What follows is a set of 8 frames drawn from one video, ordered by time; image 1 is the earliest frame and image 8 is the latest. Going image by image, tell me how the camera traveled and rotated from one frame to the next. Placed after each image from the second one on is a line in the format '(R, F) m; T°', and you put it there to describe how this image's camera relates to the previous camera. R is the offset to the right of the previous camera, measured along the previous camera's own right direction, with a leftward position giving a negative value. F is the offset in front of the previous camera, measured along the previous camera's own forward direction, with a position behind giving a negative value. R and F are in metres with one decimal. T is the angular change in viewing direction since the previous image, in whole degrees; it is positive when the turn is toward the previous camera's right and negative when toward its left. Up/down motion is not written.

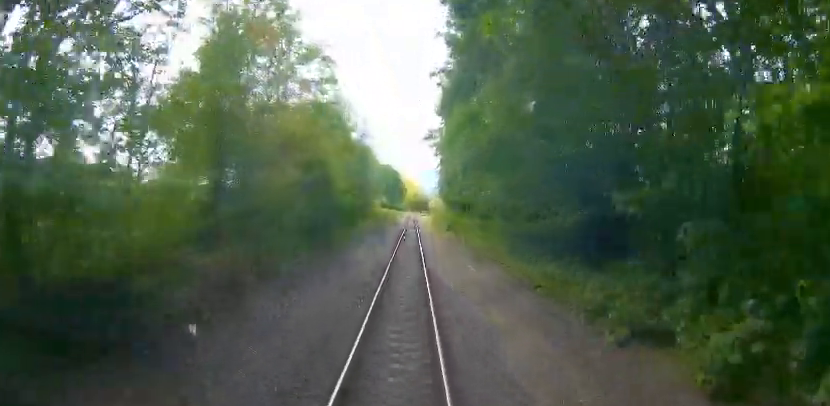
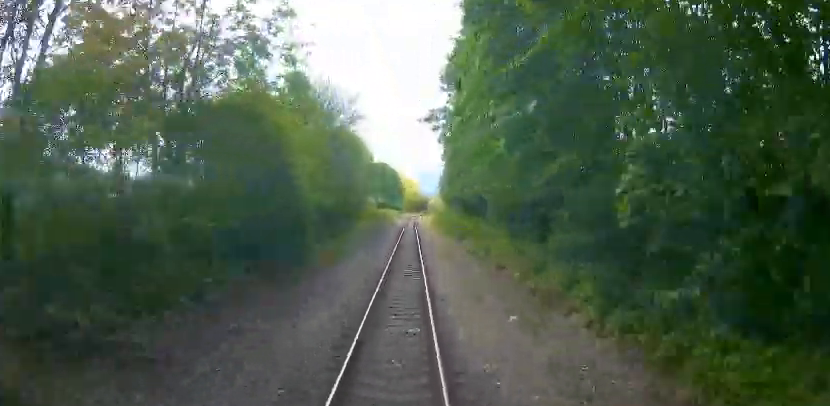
(-0.1, +7.7) m; +2°
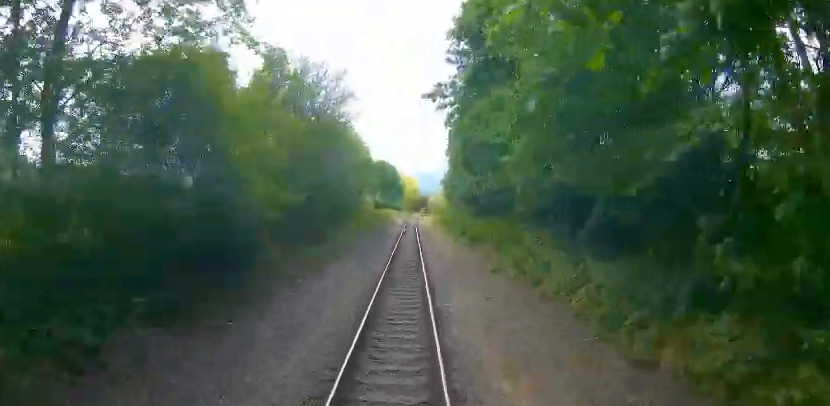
(+0.2, +5.6) m; 0°
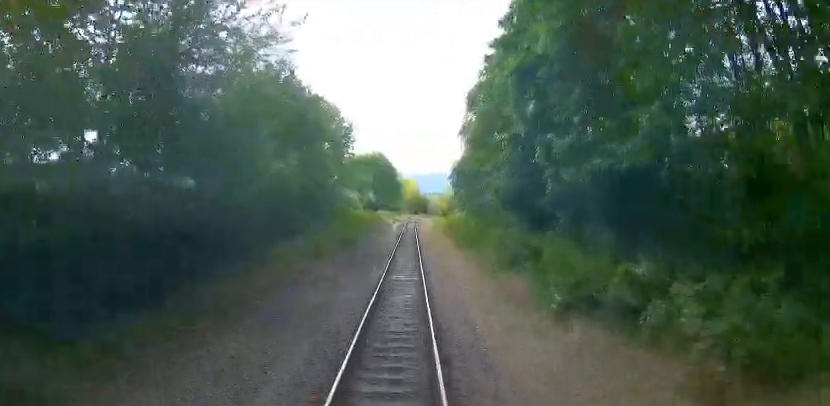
(0.0, +15.3) m; 0°
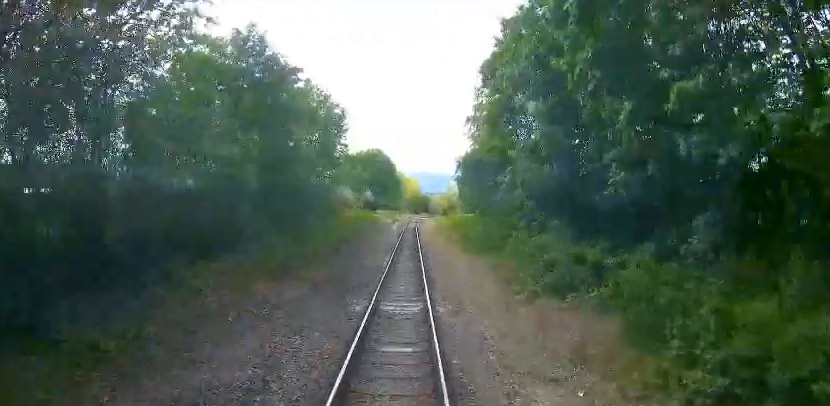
(-0.2, +5.3) m; 0°
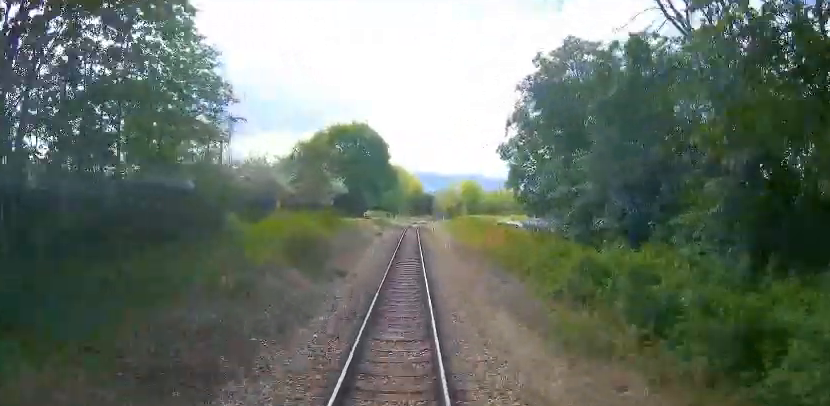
(+0.1, +30.8) m; -3°
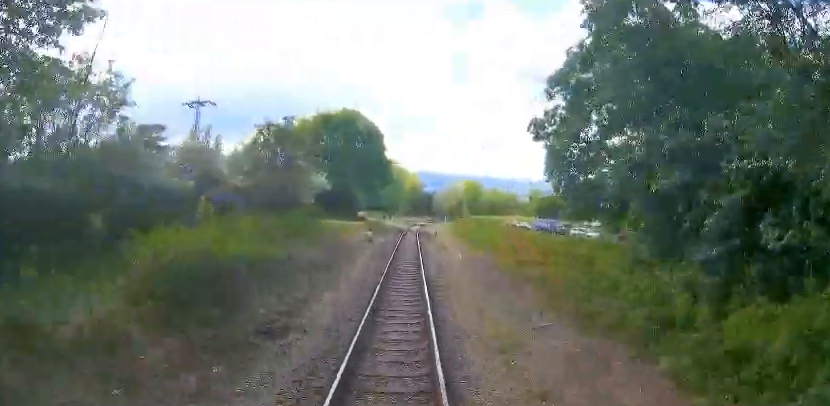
(-0.4, +8.9) m; 0°
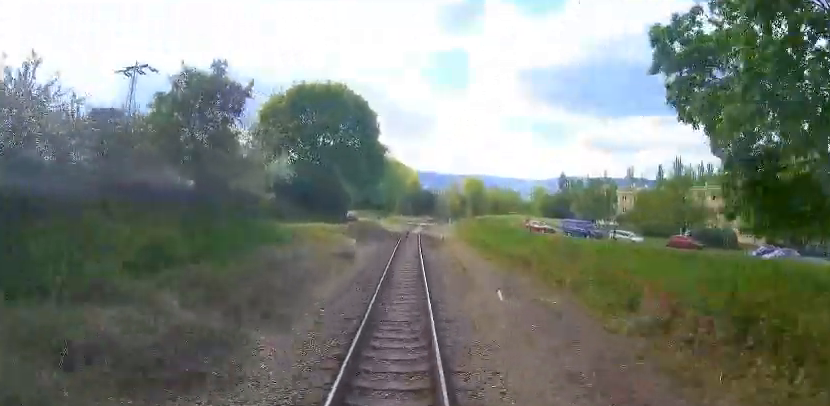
(+0.8, +12.3) m; +2°
